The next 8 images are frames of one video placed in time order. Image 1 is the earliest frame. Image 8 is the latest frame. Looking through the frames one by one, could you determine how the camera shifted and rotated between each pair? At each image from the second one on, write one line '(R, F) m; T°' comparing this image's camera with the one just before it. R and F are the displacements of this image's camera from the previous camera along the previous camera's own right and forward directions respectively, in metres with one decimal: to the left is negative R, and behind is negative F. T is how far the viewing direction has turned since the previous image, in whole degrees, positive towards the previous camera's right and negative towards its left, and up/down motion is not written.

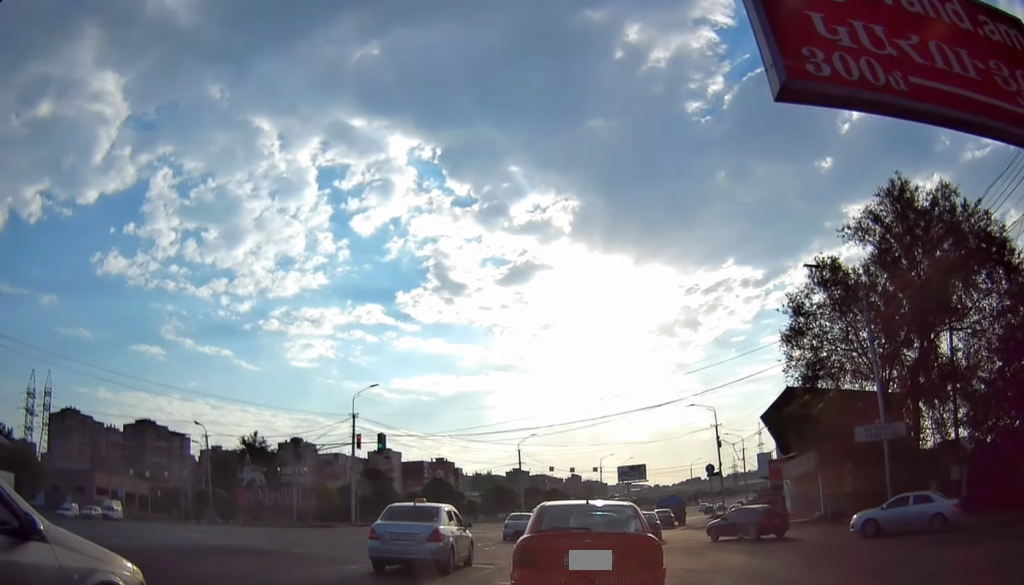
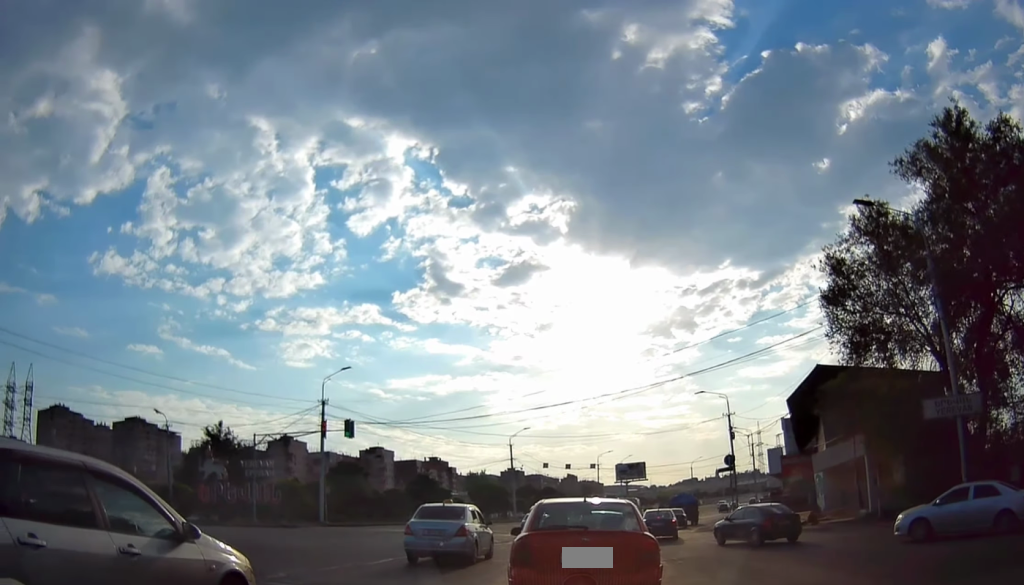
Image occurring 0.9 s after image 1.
(0.0, +6.8) m; 0°
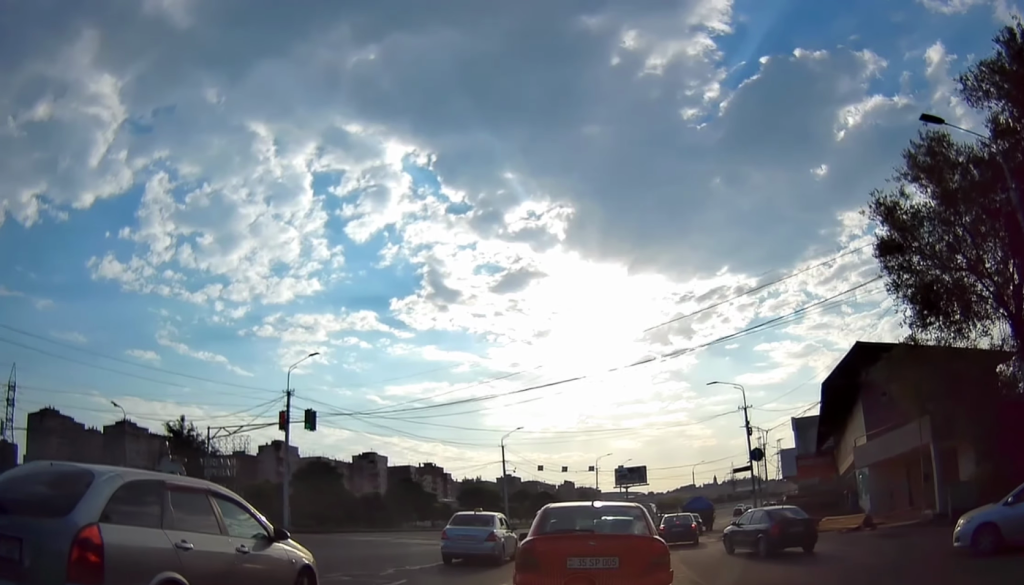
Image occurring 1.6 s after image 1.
(0.0, +6.5) m; +1°
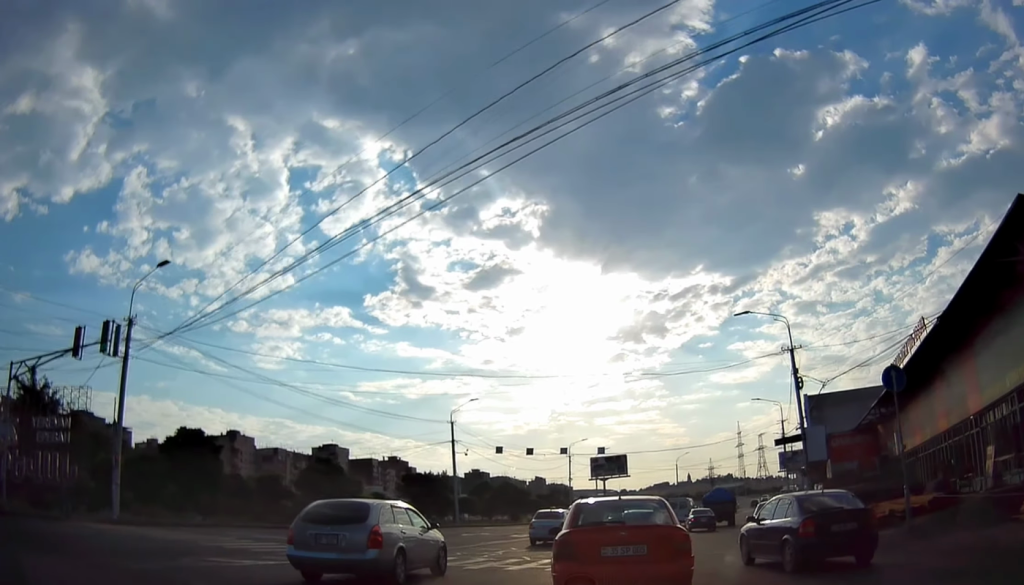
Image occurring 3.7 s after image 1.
(+1.3, +17.7) m; +4°
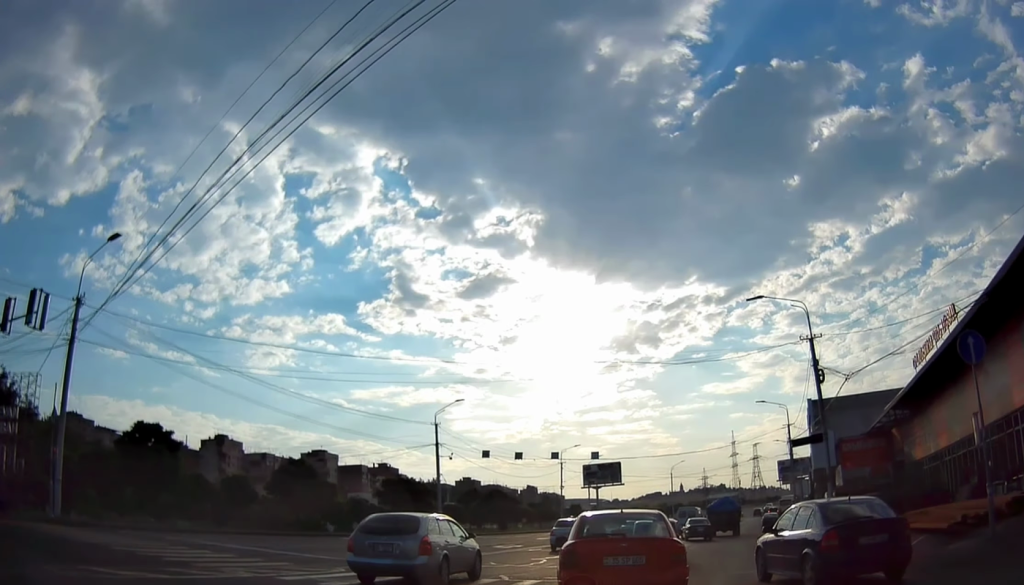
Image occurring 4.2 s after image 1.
(-0.3, +4.2) m; 0°
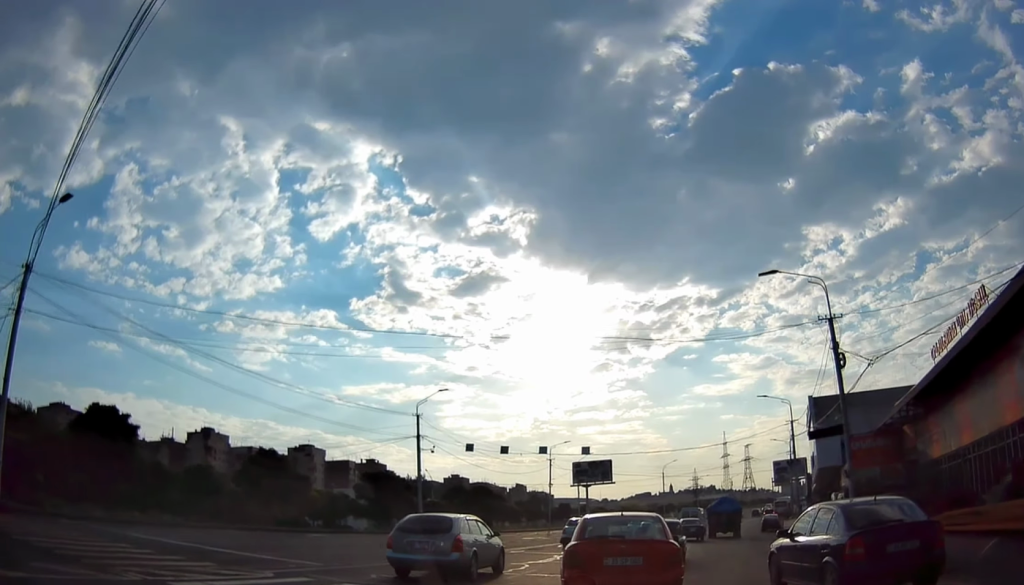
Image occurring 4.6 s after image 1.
(-0.2, +3.5) m; 0°
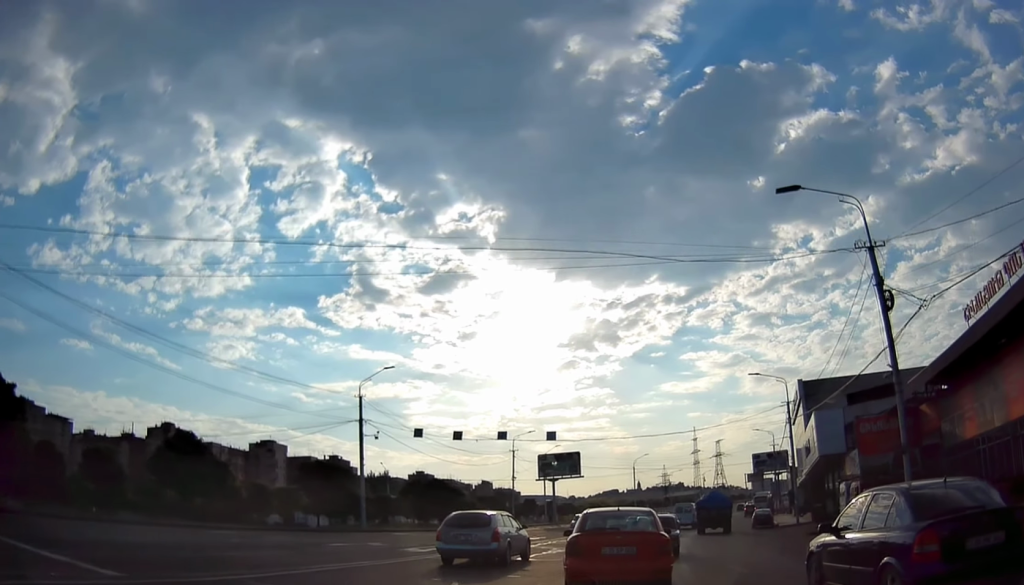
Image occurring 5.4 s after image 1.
(+0.4, +7.2) m; +6°
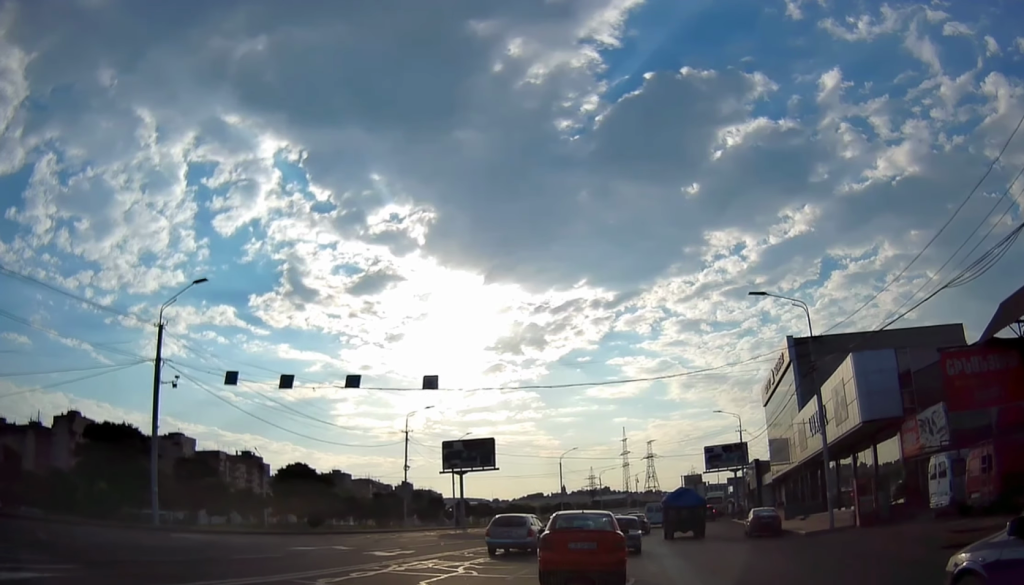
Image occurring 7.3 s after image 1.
(+1.4, +18.2) m; +5°
